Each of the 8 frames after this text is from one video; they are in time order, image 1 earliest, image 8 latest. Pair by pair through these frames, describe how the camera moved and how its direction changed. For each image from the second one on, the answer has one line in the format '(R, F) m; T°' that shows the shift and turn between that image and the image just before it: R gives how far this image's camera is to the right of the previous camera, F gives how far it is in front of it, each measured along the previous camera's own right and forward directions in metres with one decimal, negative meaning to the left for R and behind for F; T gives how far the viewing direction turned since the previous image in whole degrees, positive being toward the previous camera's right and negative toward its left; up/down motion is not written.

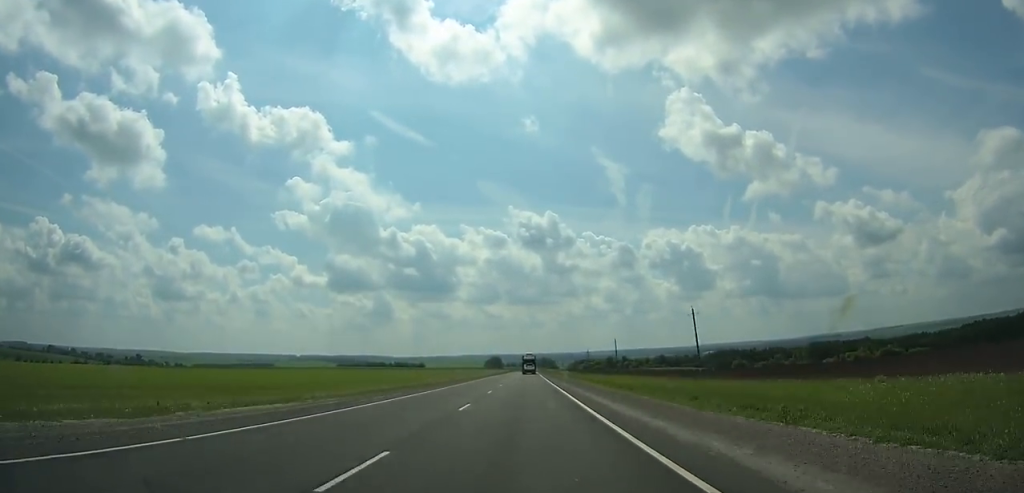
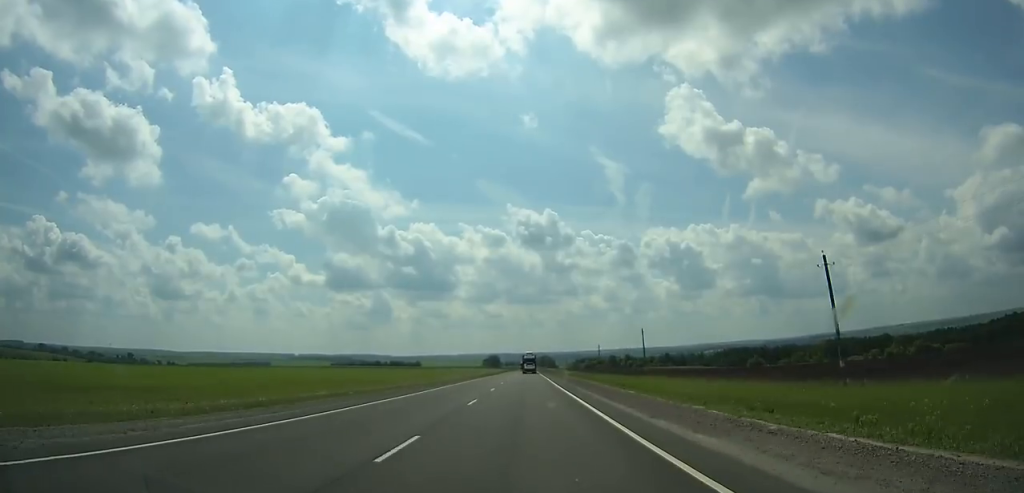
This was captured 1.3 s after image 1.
(-0.1, +35.5) m; 0°
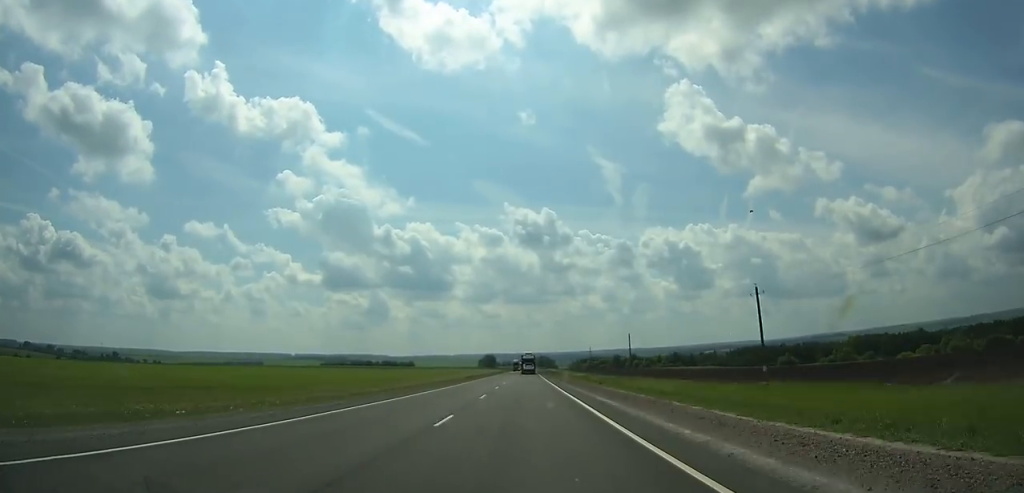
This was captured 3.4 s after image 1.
(0.0, +56.4) m; 0°
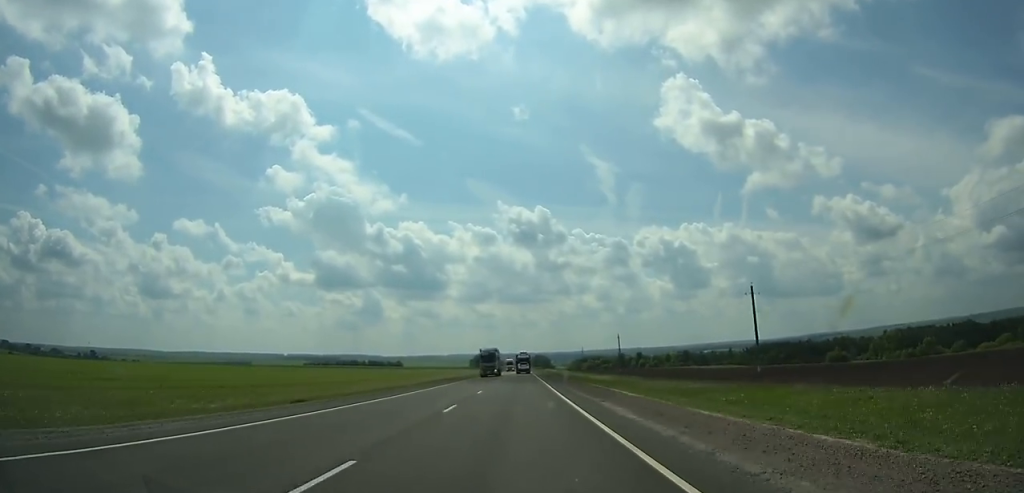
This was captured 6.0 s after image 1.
(+0.2, +69.1) m; 0°
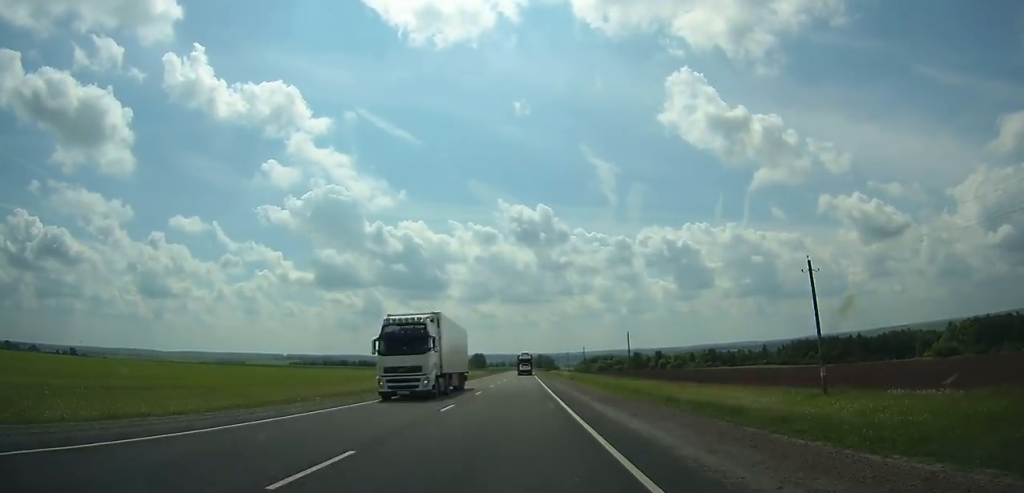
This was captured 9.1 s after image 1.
(+0.2, +81.6) m; 0°
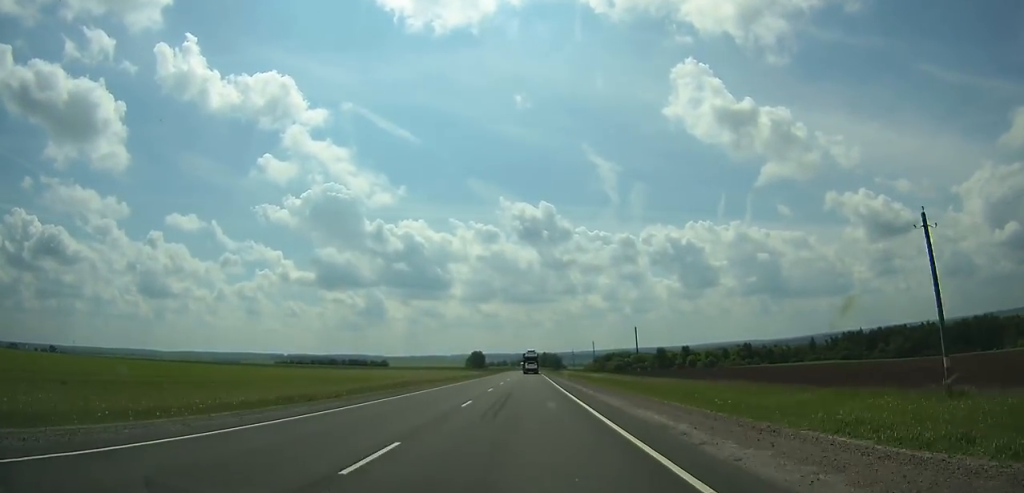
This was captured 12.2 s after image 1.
(-0.1, +81.9) m; 0°
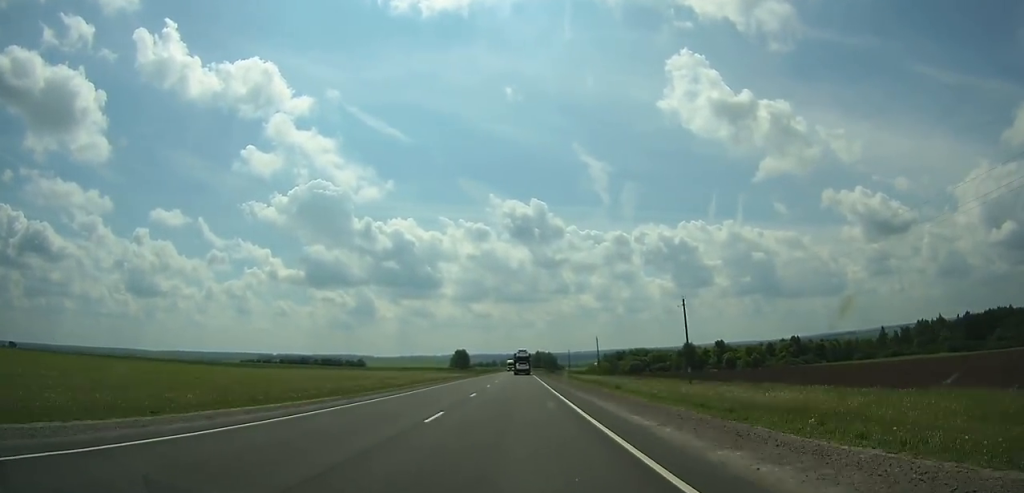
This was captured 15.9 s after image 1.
(+0.2, +98.4) m; 0°
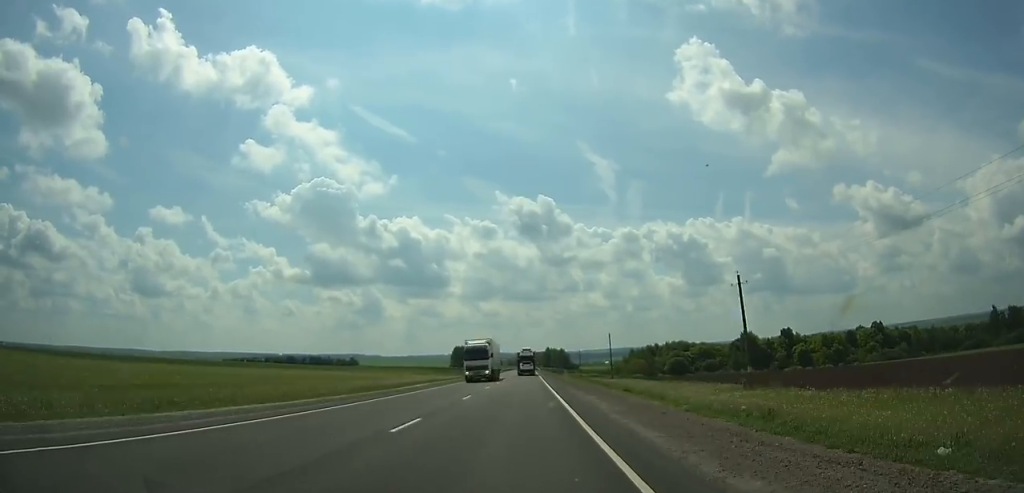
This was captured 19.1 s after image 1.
(-0.3, +85.8) m; 0°
